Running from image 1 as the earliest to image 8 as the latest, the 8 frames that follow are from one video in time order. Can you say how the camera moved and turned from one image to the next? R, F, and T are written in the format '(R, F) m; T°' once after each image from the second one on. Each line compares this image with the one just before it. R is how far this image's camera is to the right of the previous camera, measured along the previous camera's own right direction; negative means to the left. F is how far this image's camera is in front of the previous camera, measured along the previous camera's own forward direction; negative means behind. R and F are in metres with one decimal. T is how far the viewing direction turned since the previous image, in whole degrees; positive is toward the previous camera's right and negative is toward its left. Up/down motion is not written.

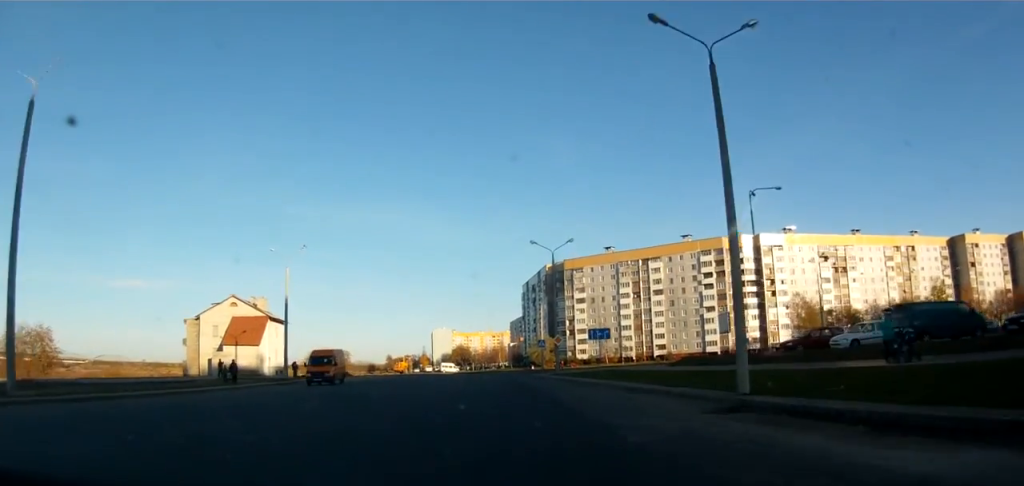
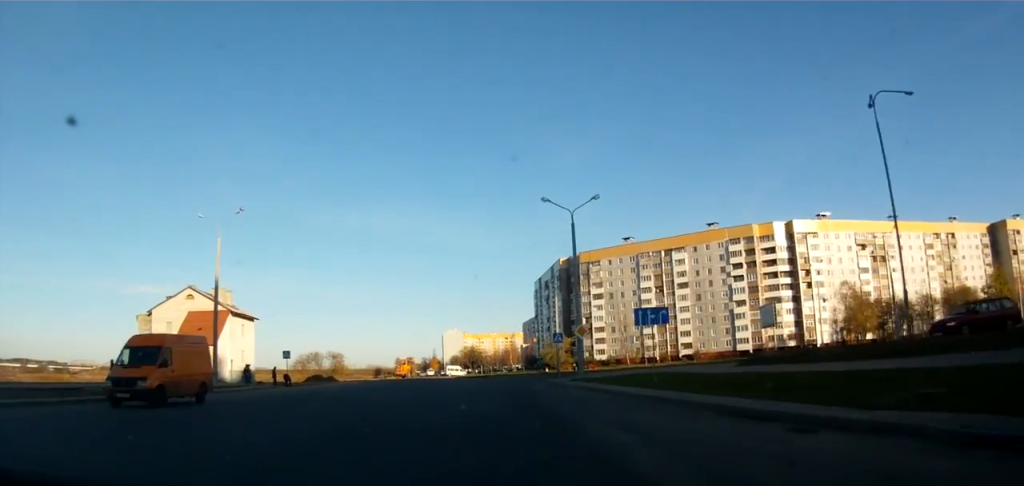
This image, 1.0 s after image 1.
(0.0, +14.4) m; -2°
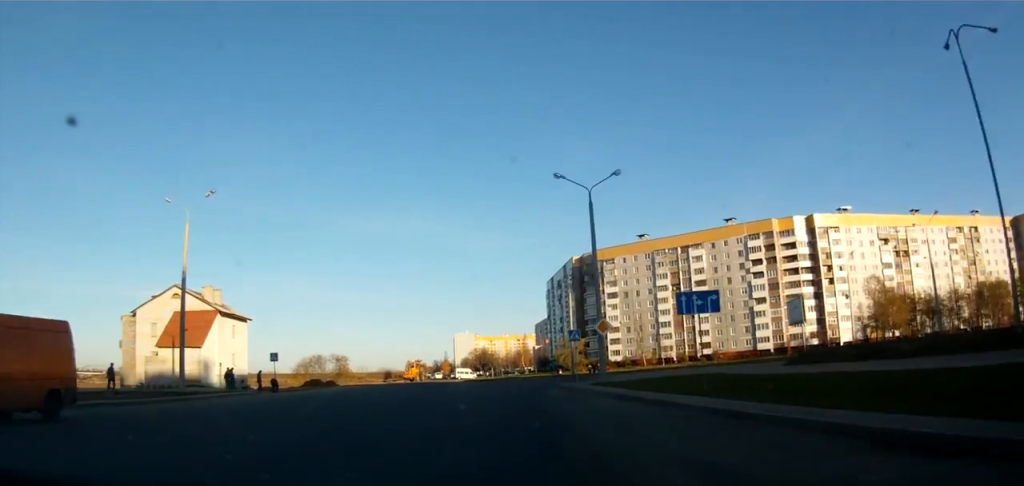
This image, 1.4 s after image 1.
(+0.1, +5.5) m; -1°
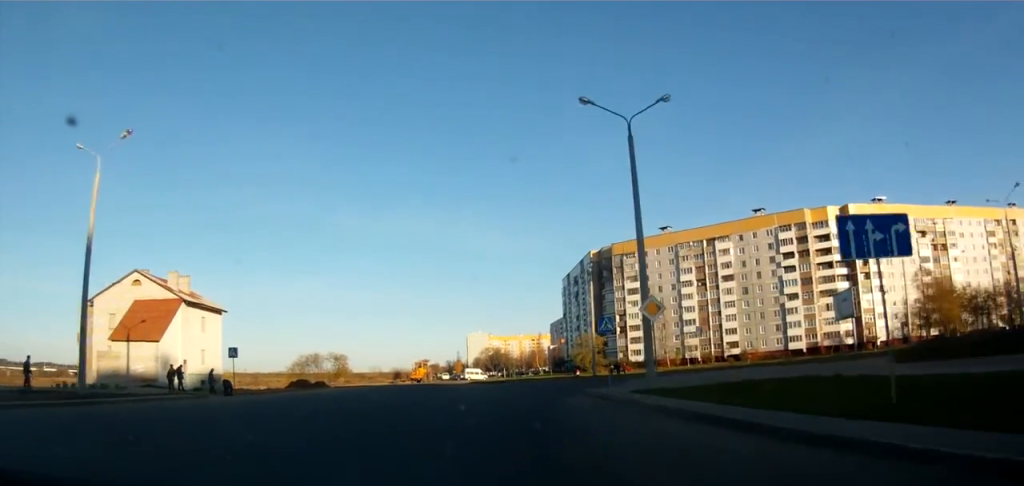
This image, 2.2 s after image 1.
(-0.4, +9.7) m; -2°
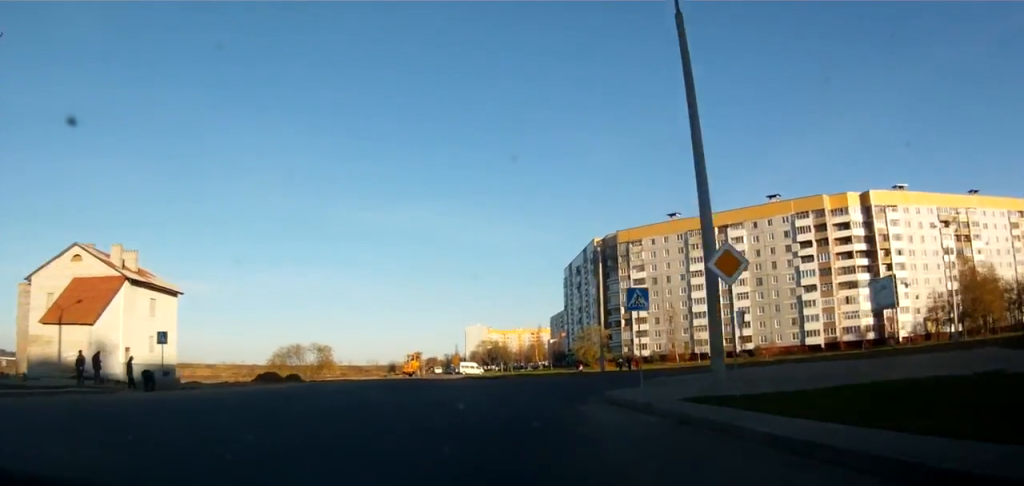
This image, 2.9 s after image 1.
(-0.1, +9.2) m; 0°
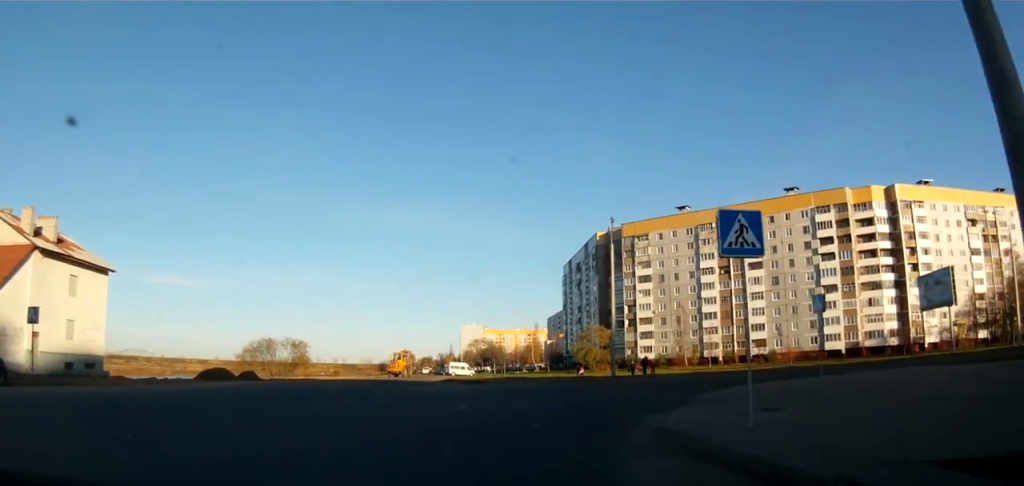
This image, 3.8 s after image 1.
(0.0, +10.6) m; +2°
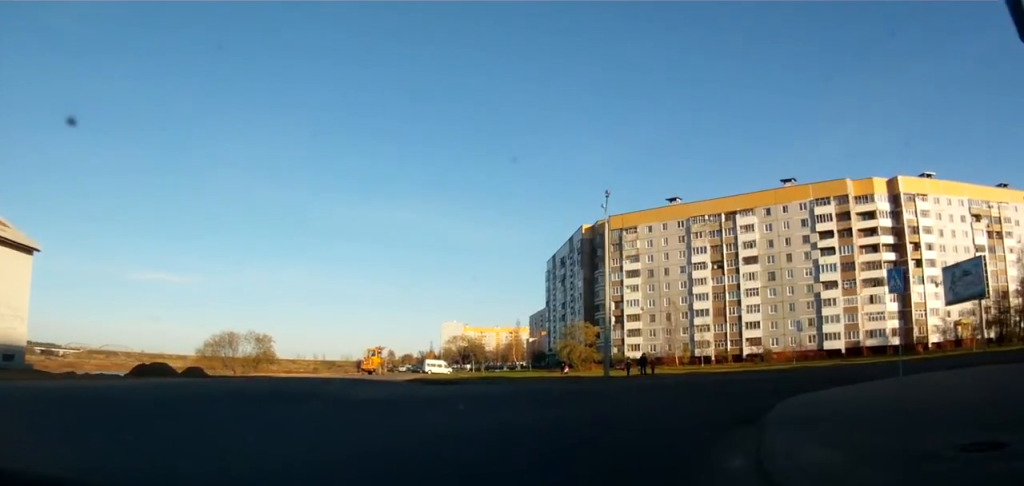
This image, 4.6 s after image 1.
(+0.1, +7.6) m; +4°
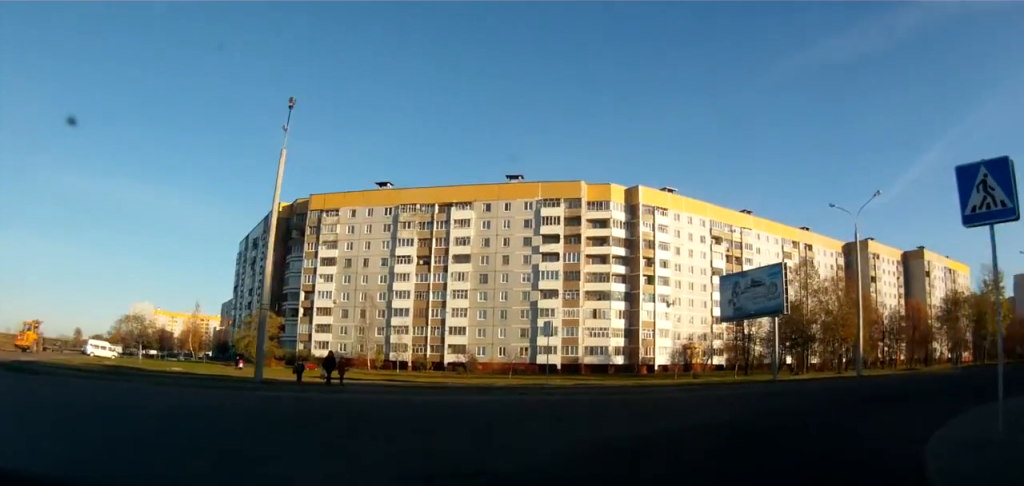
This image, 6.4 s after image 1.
(+2.4, +13.7) m; +21°
